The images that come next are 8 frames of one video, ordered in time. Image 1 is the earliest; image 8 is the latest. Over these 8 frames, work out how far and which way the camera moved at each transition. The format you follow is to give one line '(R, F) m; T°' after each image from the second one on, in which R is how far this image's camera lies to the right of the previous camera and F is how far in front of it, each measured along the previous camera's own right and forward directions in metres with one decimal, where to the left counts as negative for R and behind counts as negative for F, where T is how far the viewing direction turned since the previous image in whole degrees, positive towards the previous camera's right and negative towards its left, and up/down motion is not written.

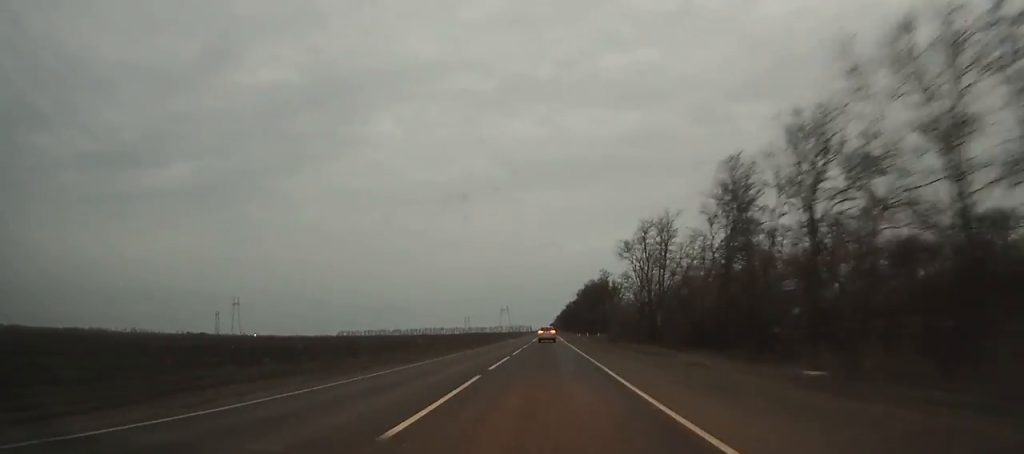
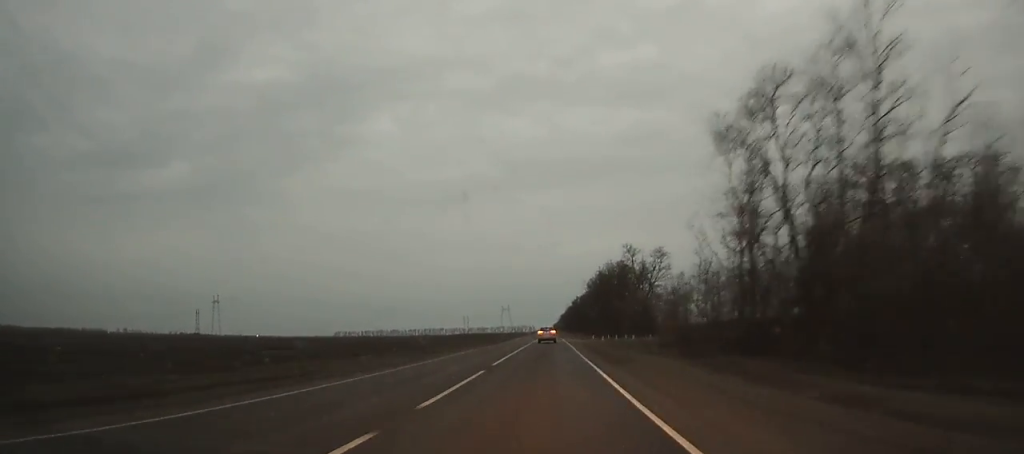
(+0.1, +44.2) m; 0°
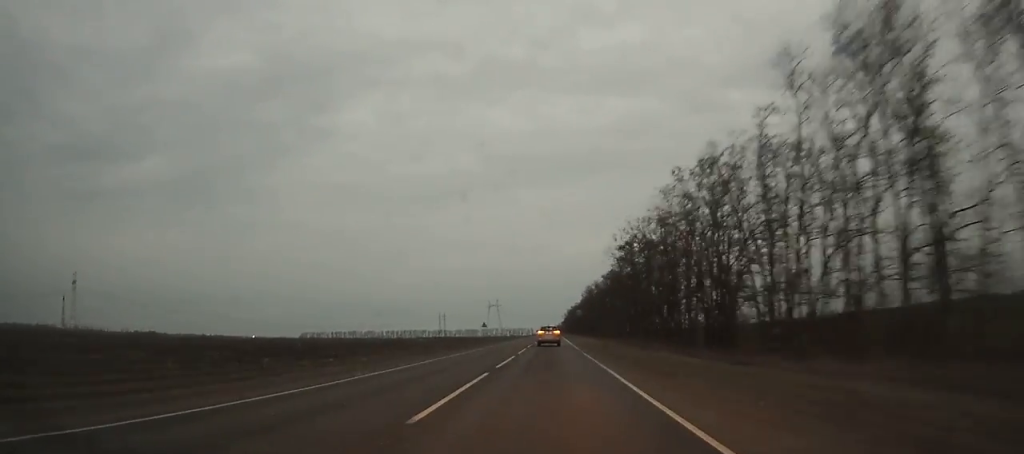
(+0.1, +186.6) m; 0°
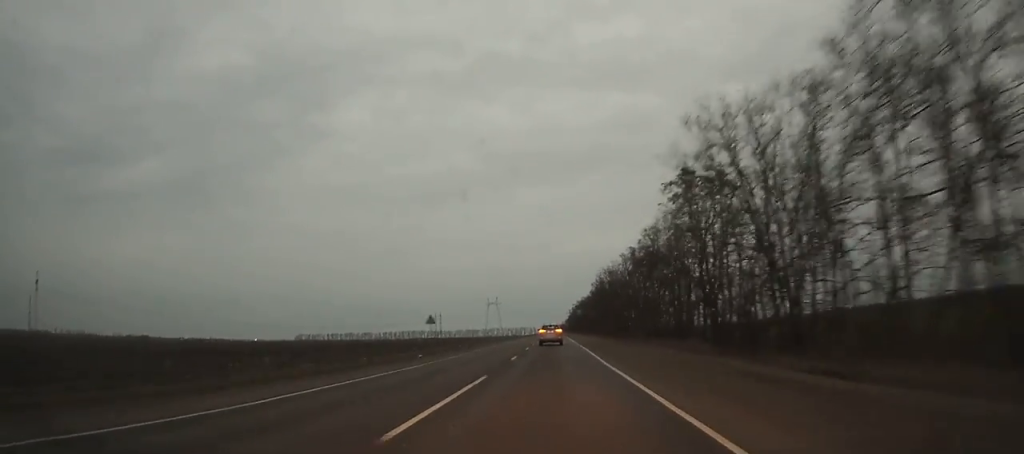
(-0.1, +37.2) m; 0°
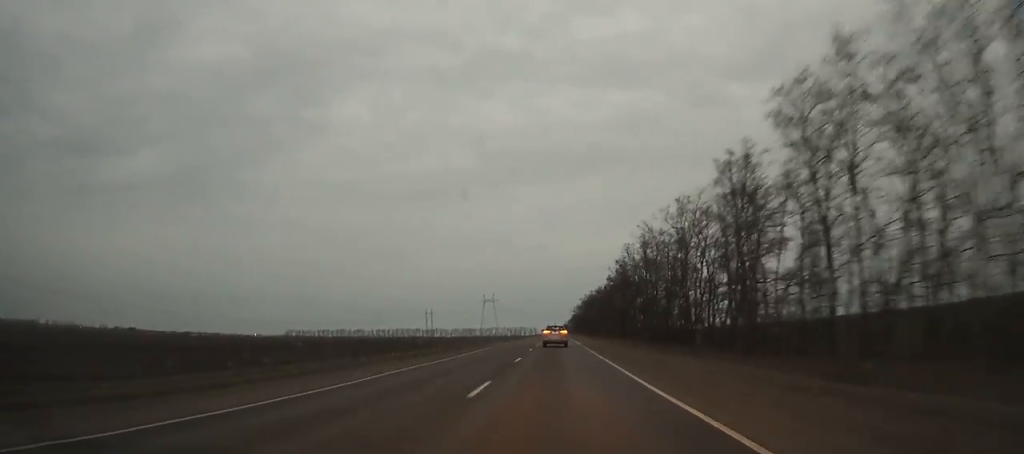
(-0.1, +49.2) m; 0°
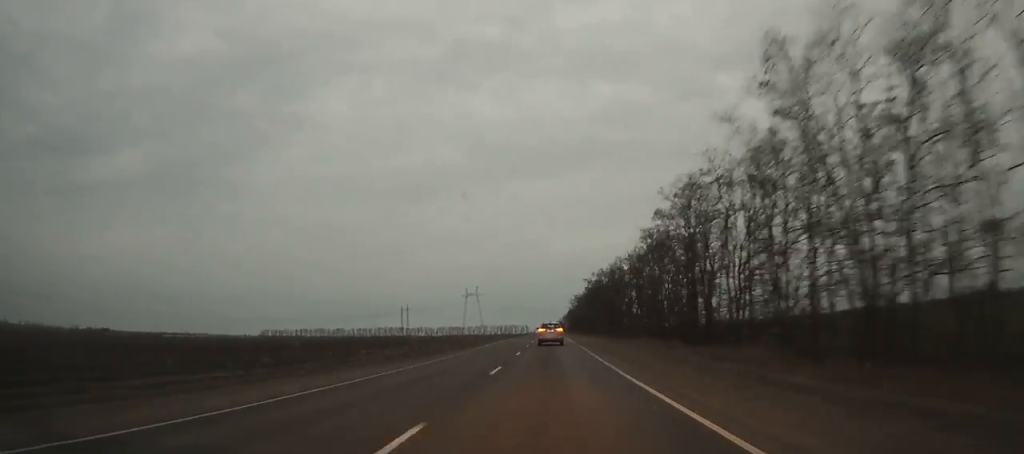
(+0.2, +66.6) m; 0°
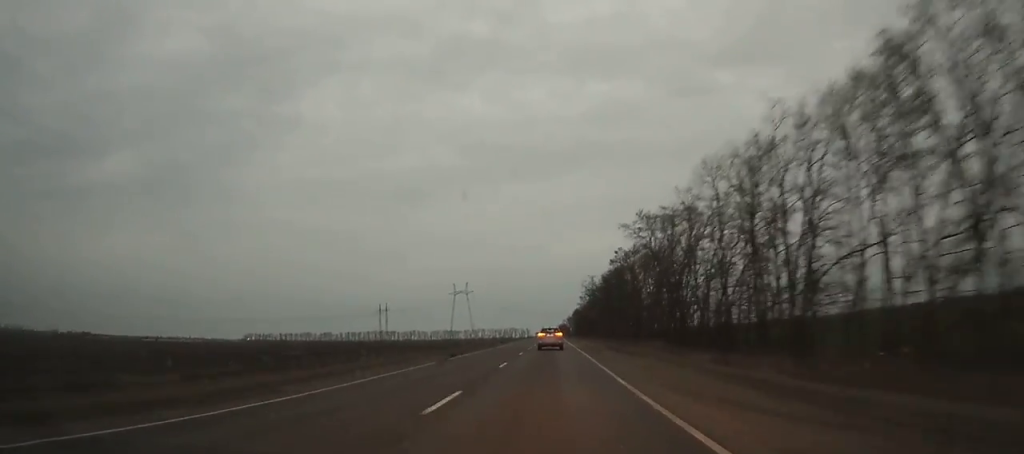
(+0.1, +67.3) m; 0°
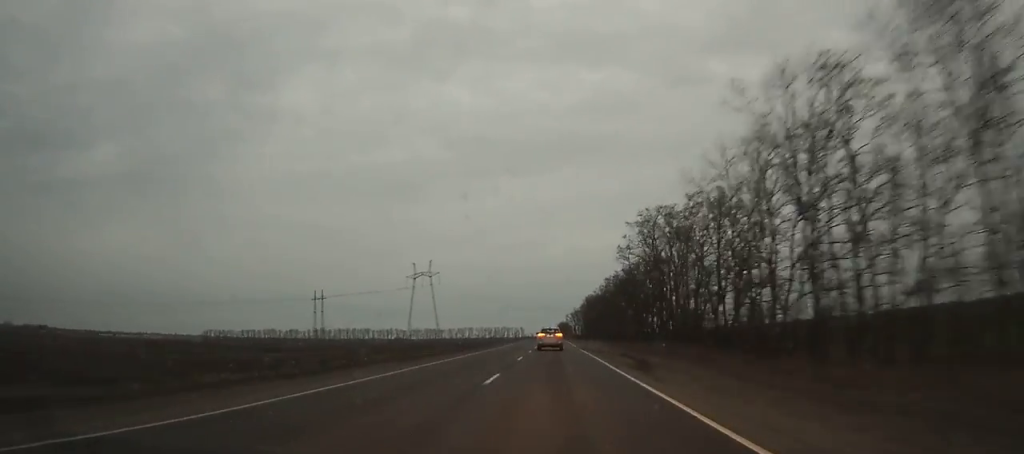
(-0.2, +114.1) m; 0°
